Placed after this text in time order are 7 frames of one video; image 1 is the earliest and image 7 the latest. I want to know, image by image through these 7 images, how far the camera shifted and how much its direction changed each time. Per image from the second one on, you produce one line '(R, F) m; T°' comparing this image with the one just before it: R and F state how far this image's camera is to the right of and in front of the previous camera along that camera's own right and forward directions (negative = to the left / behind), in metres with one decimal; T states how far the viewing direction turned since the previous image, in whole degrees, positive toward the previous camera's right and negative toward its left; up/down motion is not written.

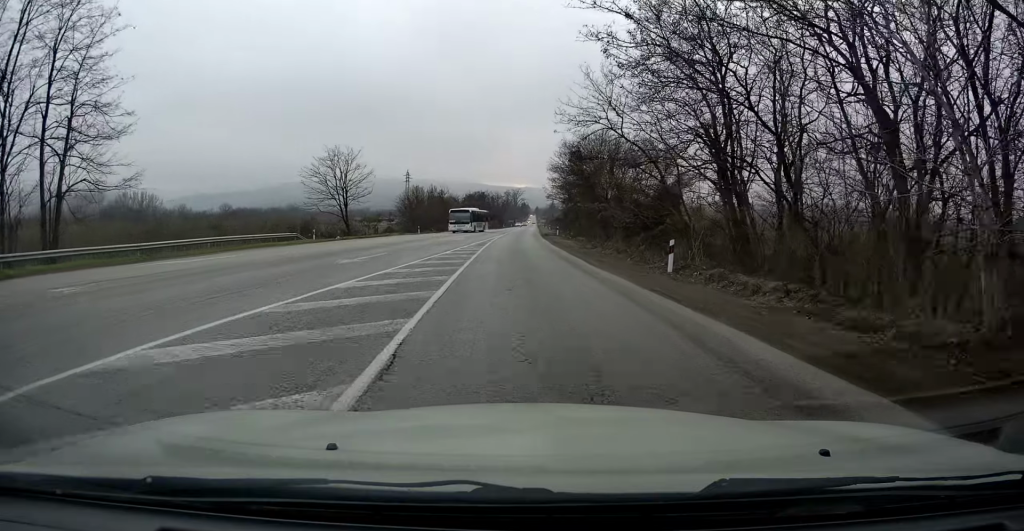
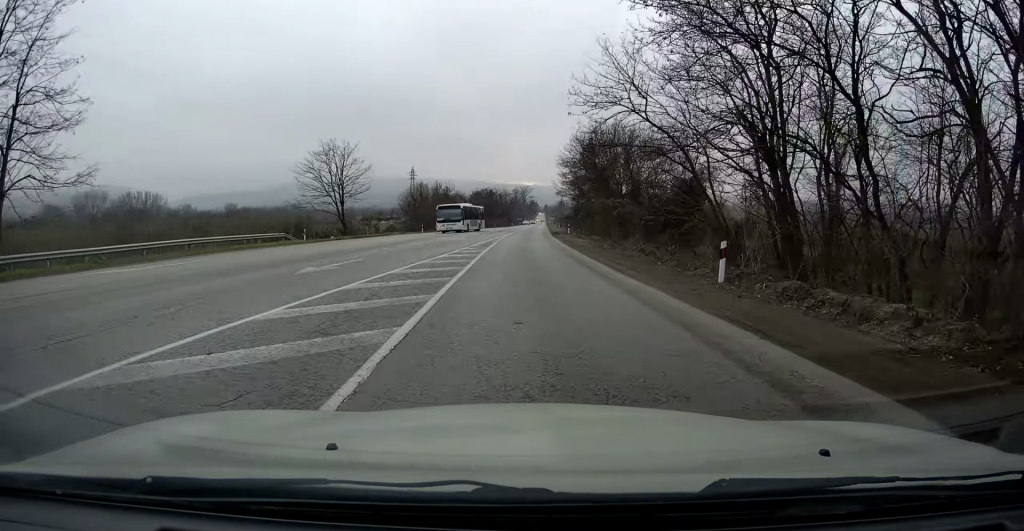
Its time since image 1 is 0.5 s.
(-0.1, +4.0) m; -1°
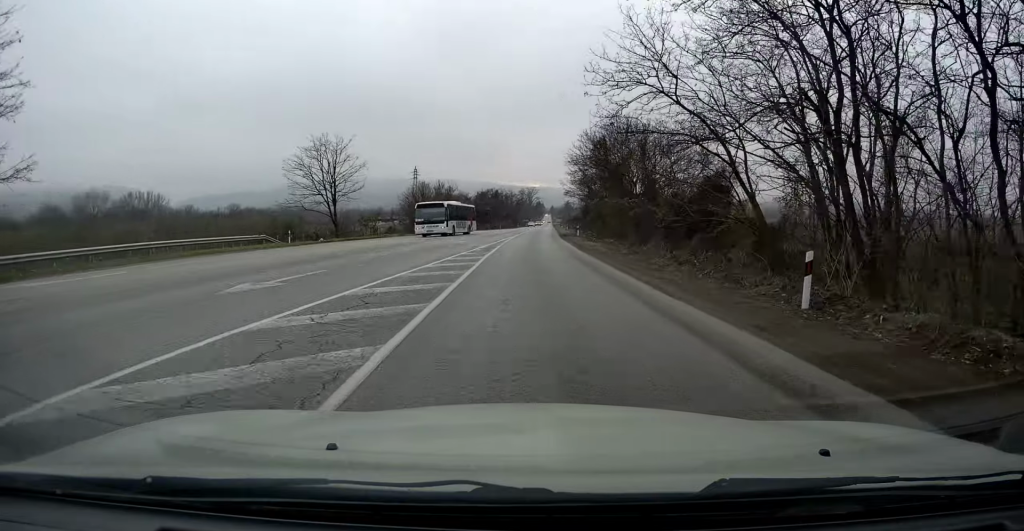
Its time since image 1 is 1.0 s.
(0.0, +3.8) m; -1°
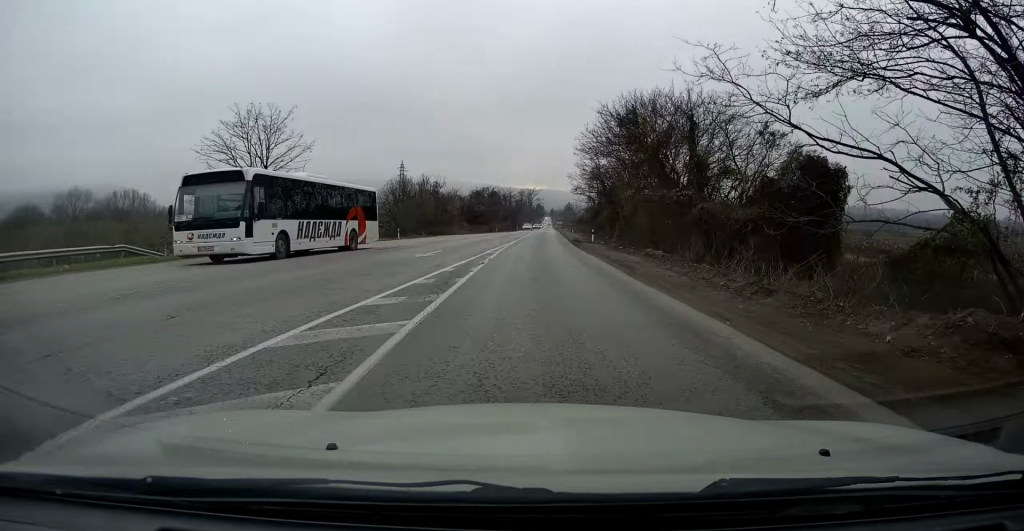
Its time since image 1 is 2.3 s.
(-0.1, +13.5) m; 0°
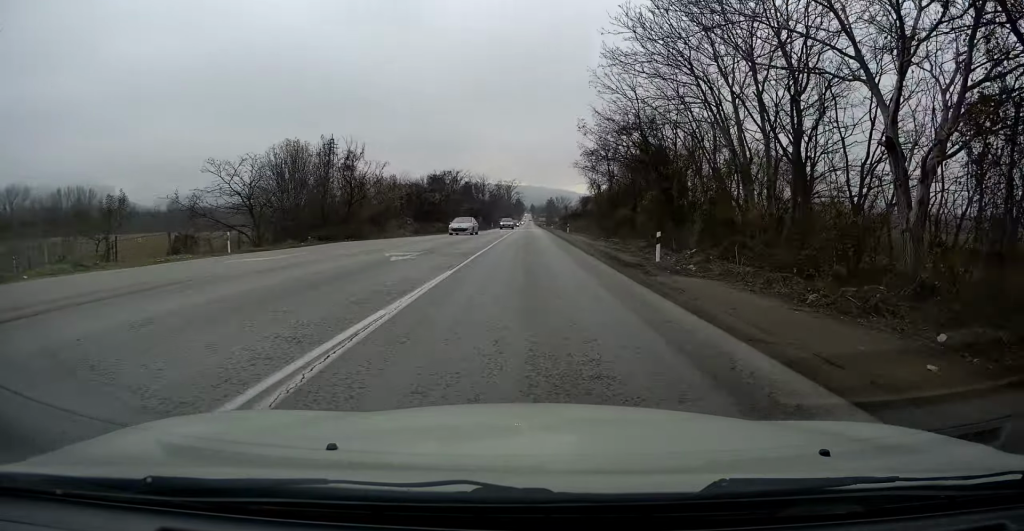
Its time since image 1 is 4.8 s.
(+0.6, +29.6) m; +1°
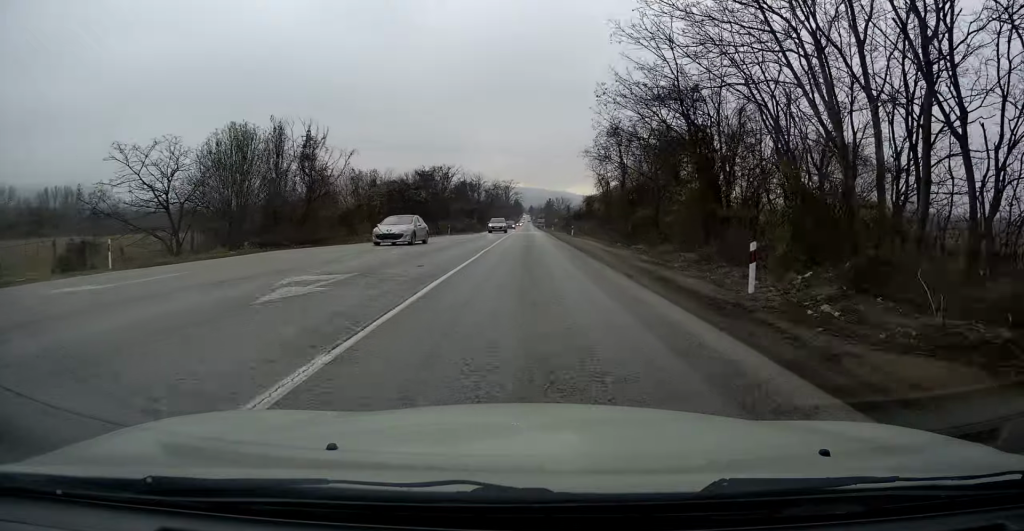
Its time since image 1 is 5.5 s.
(-0.1, +8.5) m; 0°
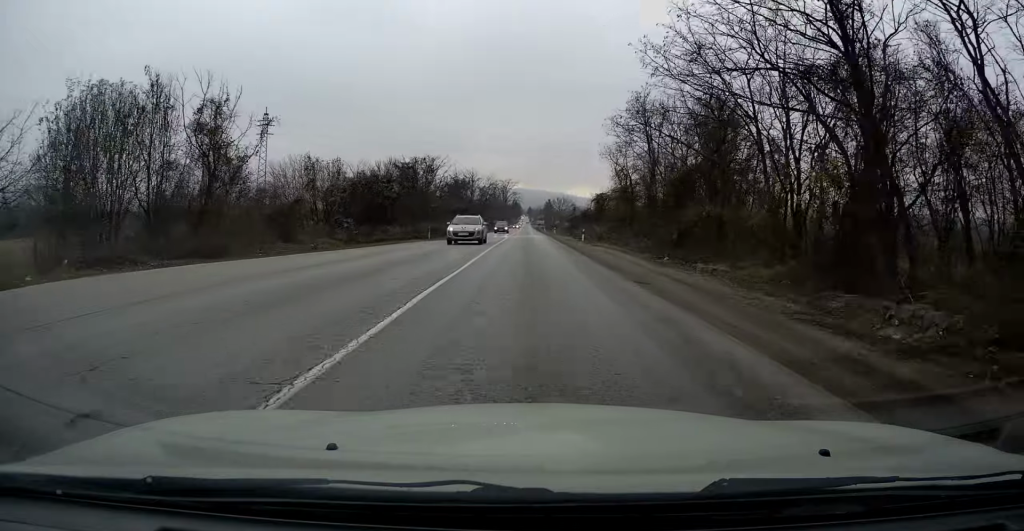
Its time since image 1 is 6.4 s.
(0.0, +12.1) m; 0°
